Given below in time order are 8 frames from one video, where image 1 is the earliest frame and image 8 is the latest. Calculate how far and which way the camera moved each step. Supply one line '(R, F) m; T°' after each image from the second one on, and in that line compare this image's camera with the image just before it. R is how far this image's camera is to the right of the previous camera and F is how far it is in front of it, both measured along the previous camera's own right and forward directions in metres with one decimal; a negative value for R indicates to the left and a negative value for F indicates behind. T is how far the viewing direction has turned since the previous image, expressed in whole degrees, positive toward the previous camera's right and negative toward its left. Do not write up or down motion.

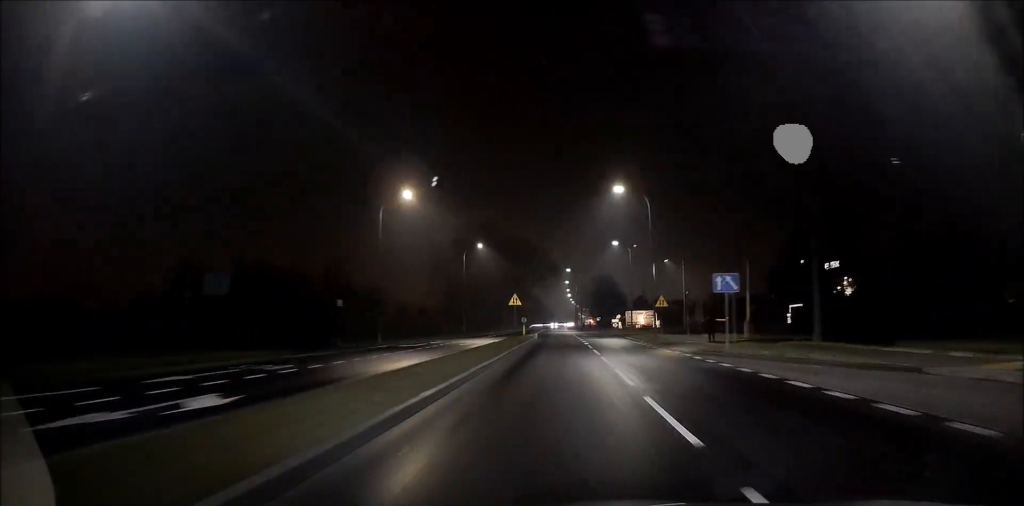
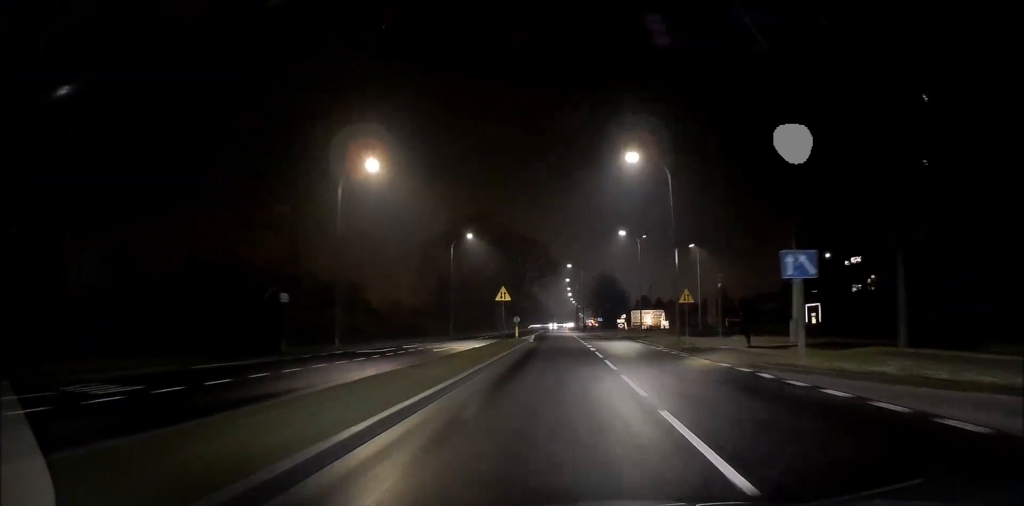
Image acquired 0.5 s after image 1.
(0.0, +7.7) m; 0°
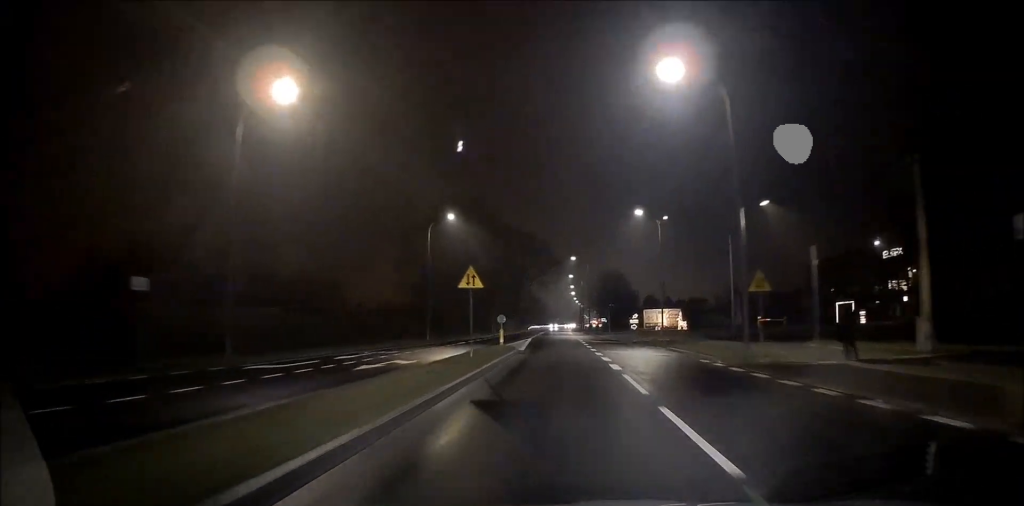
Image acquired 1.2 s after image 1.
(0.0, +11.3) m; -1°
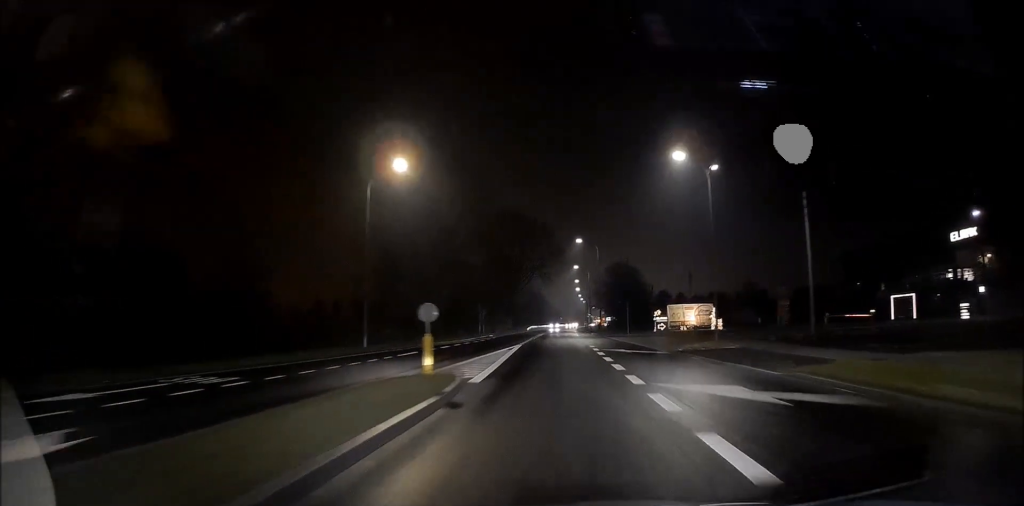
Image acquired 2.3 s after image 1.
(-0.2, +16.0) m; -1°
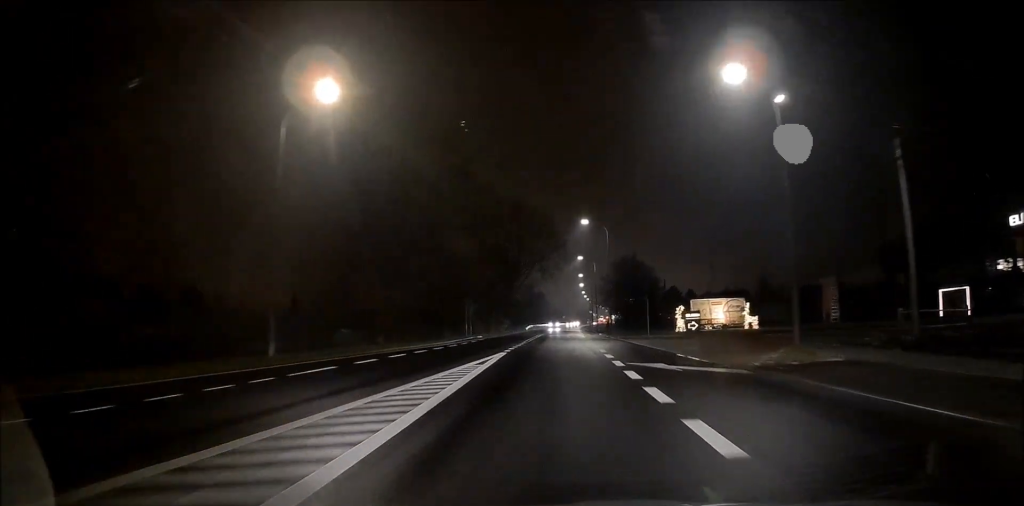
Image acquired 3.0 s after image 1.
(-0.2, +10.9) m; 0°
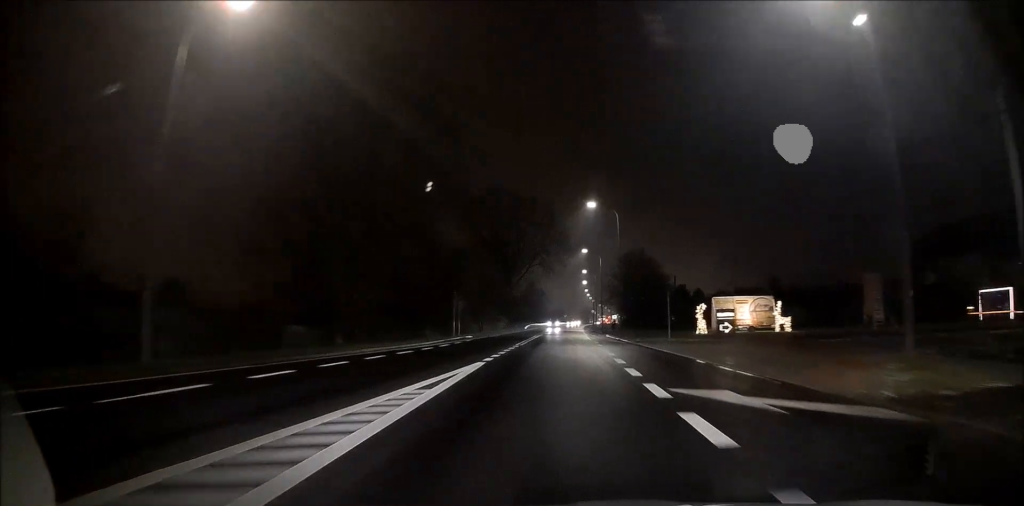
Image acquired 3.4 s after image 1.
(+0.1, +7.4) m; +1°
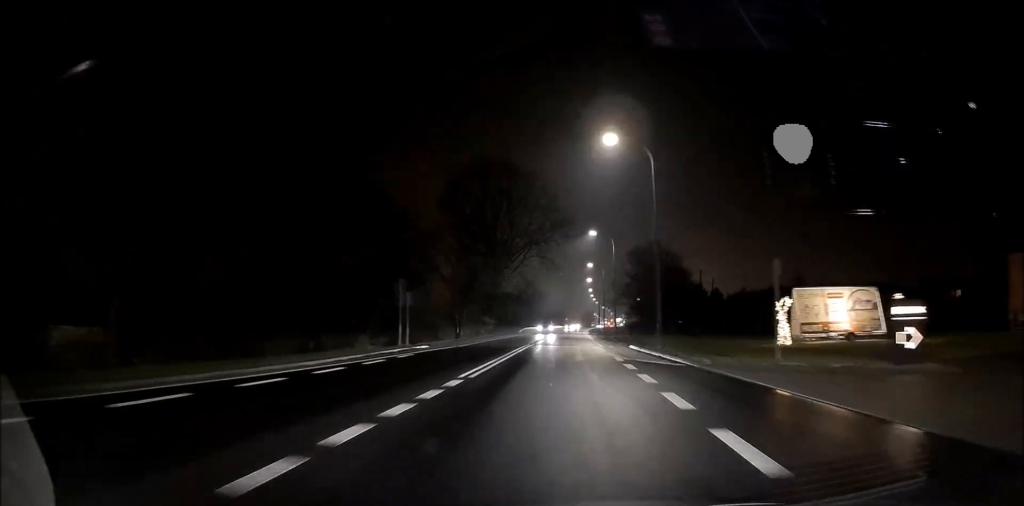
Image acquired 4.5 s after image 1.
(+0.2, +16.9) m; 0°
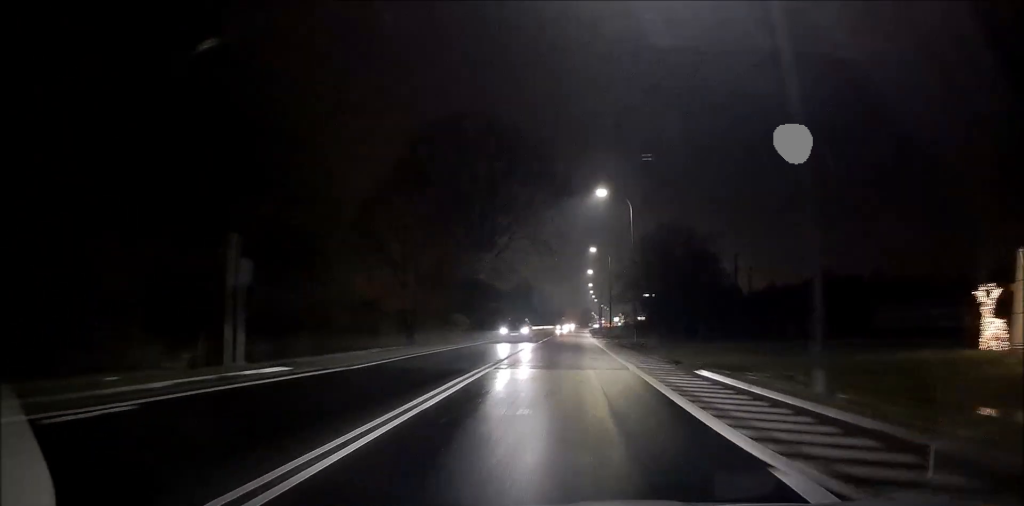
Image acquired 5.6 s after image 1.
(-0.3, +17.6) m; -1°
